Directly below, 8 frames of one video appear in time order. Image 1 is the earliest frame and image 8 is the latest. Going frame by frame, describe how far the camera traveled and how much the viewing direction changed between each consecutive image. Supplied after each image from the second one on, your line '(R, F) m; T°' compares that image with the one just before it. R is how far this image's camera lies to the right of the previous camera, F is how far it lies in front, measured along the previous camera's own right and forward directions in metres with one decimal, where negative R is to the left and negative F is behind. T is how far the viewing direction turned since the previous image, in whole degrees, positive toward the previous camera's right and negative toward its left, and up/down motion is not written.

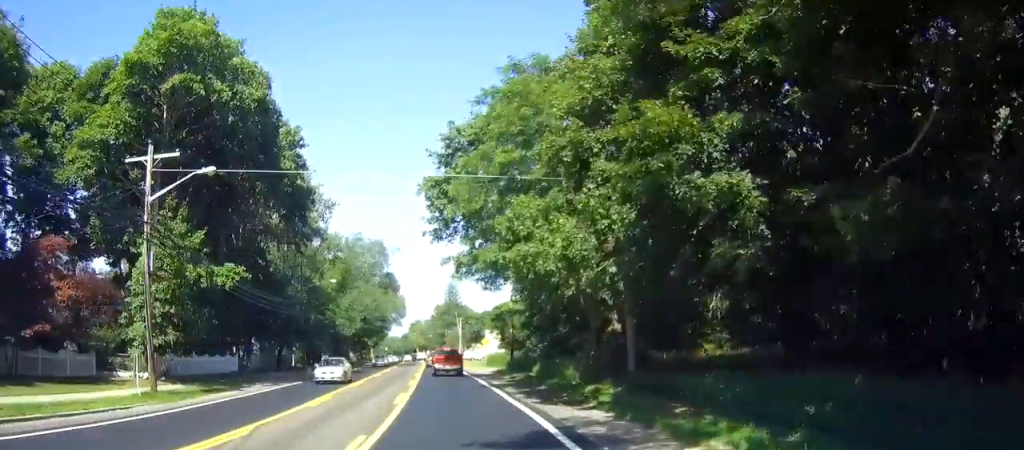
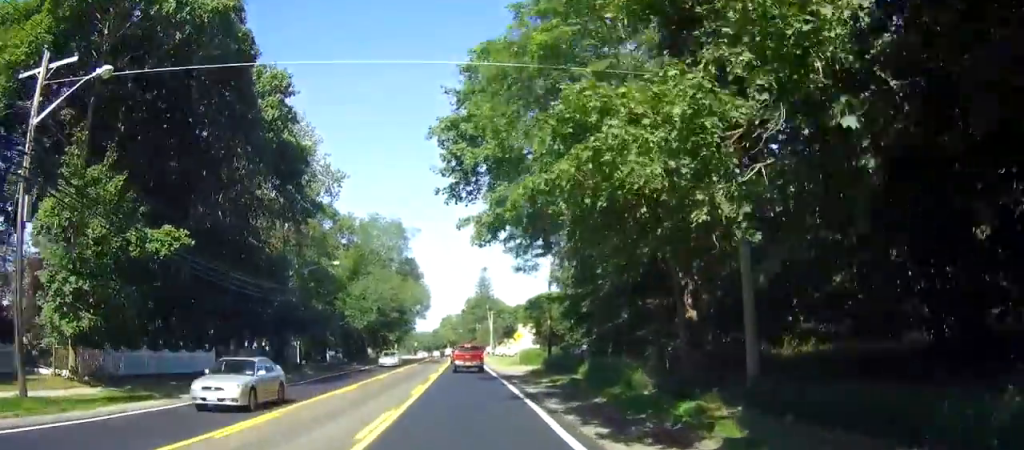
(0.0, +9.2) m; 0°
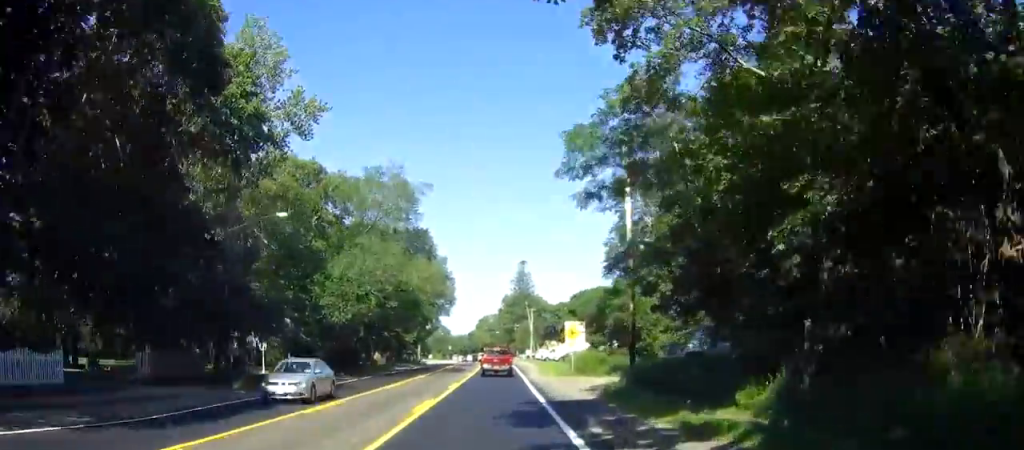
(-0.1, +18.4) m; -2°
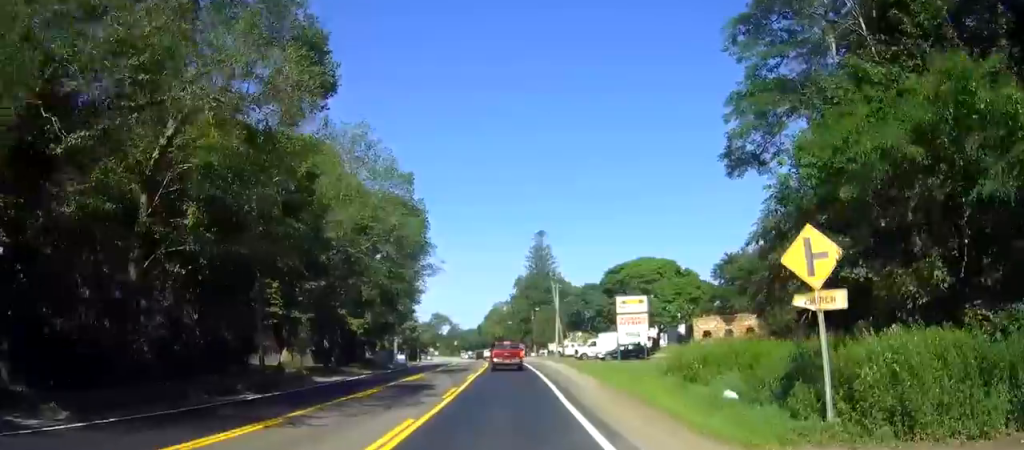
(-1.3, +31.1) m; -4°
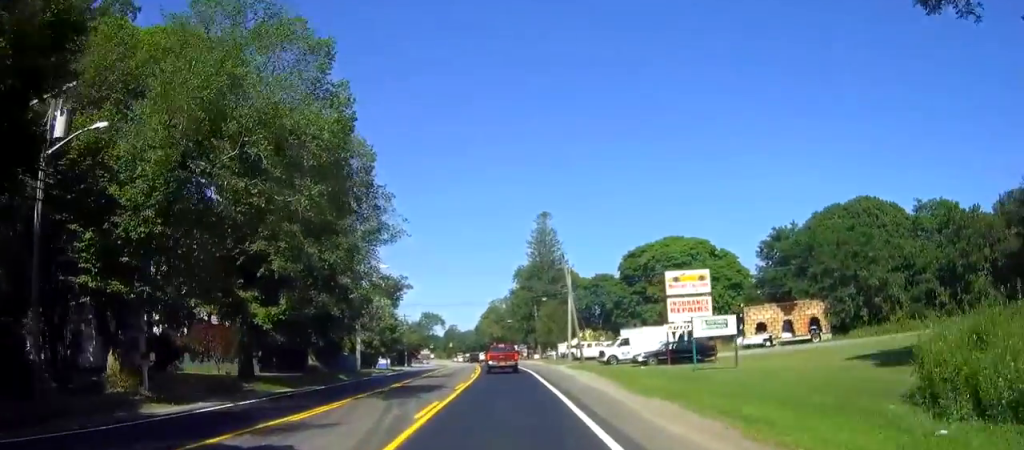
(-0.5, +18.0) m; -3°
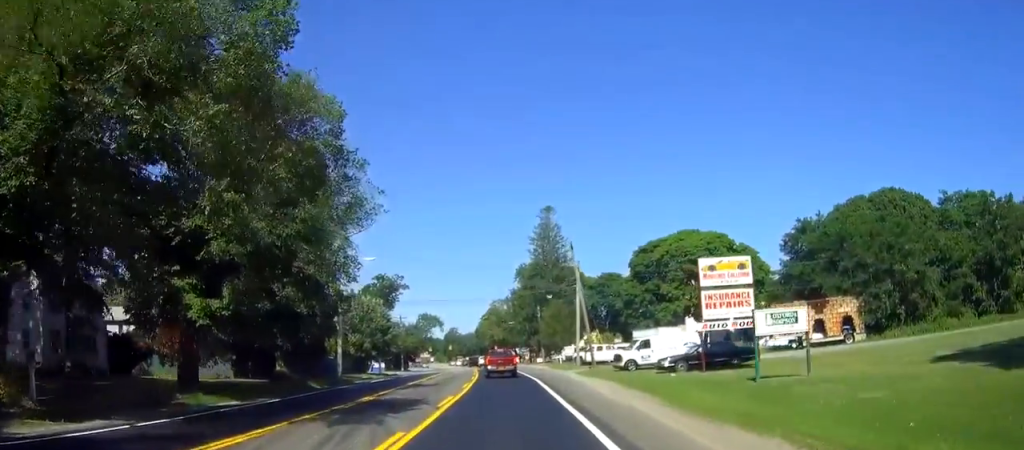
(-0.1, +6.7) m; 0°
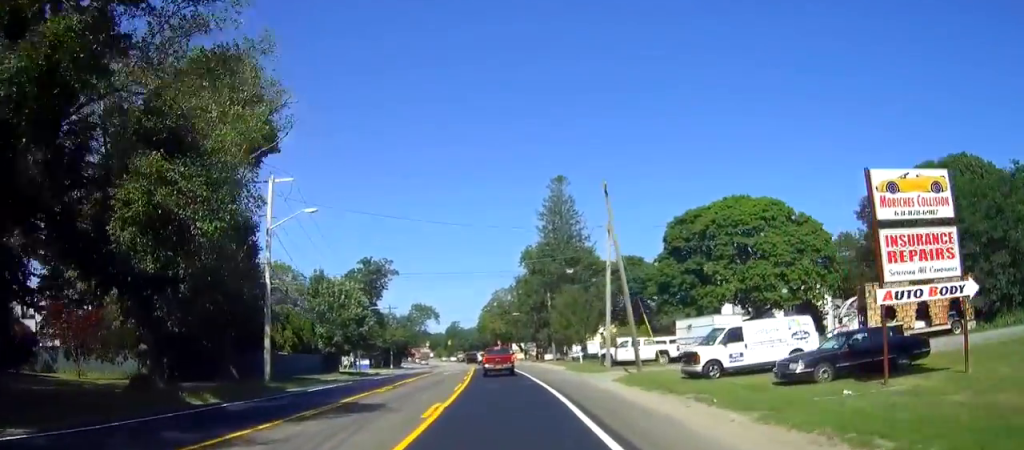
(0.0, +15.8) m; 0°
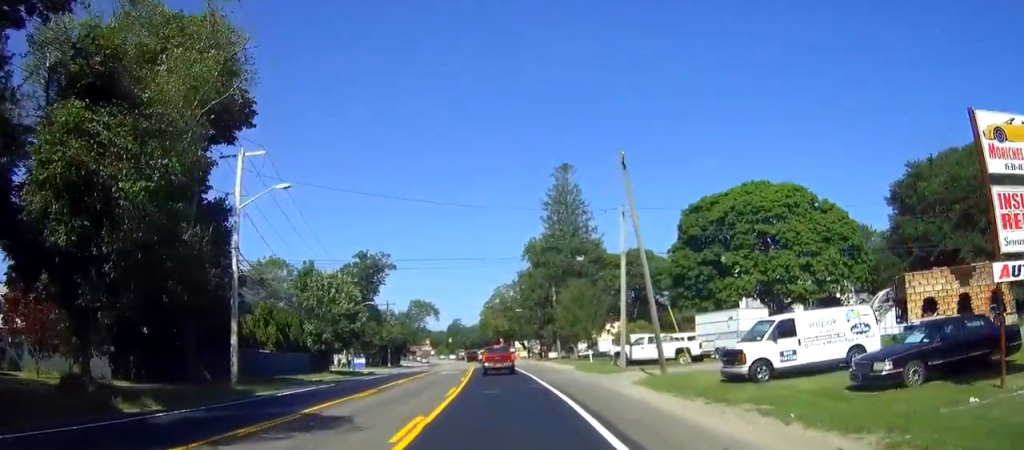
(0.0, +4.8) m; 0°
